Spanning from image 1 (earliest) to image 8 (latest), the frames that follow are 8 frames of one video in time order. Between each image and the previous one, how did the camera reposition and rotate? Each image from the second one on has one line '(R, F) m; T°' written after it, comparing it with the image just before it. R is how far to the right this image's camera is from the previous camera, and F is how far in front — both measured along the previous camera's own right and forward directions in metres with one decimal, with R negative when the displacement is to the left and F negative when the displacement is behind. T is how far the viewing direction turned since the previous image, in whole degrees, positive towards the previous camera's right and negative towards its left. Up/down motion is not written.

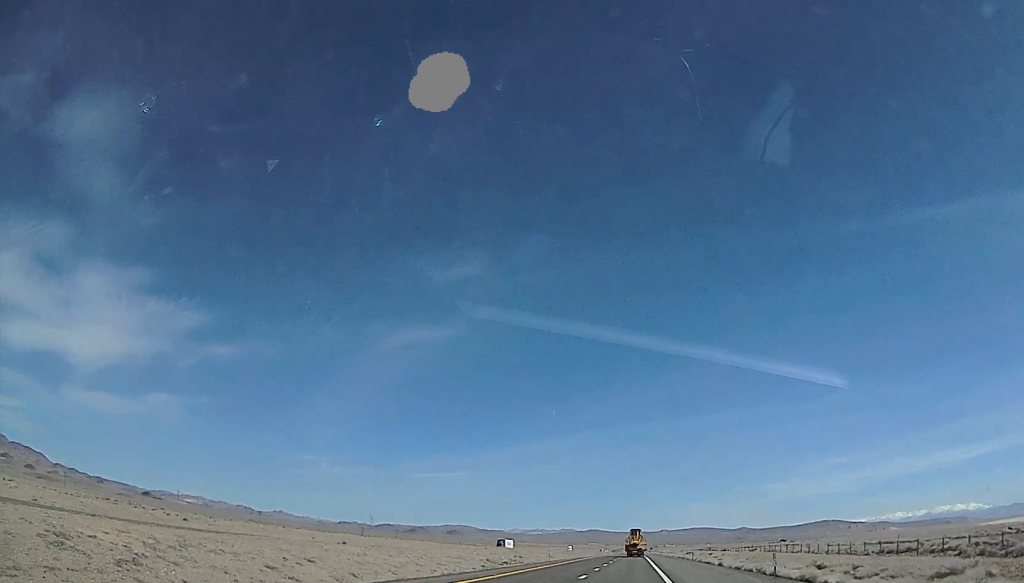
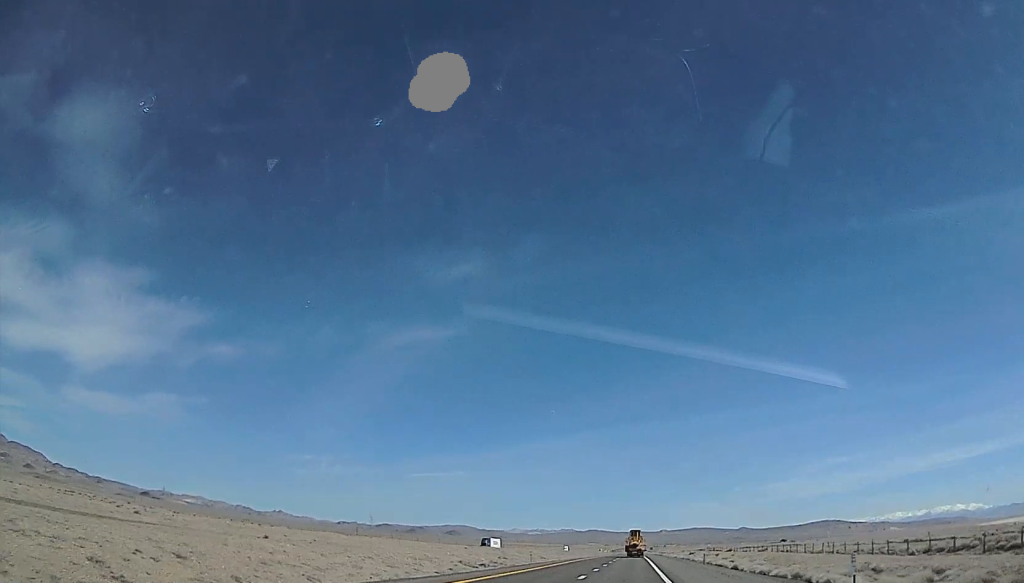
(0.0, +12.5) m; 0°
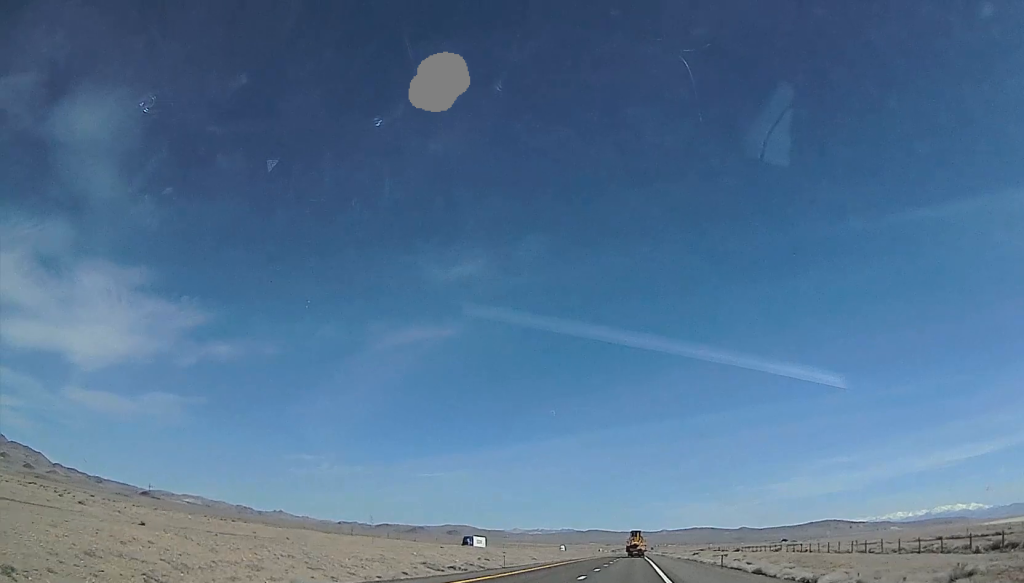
(0.0, +12.5) m; 0°
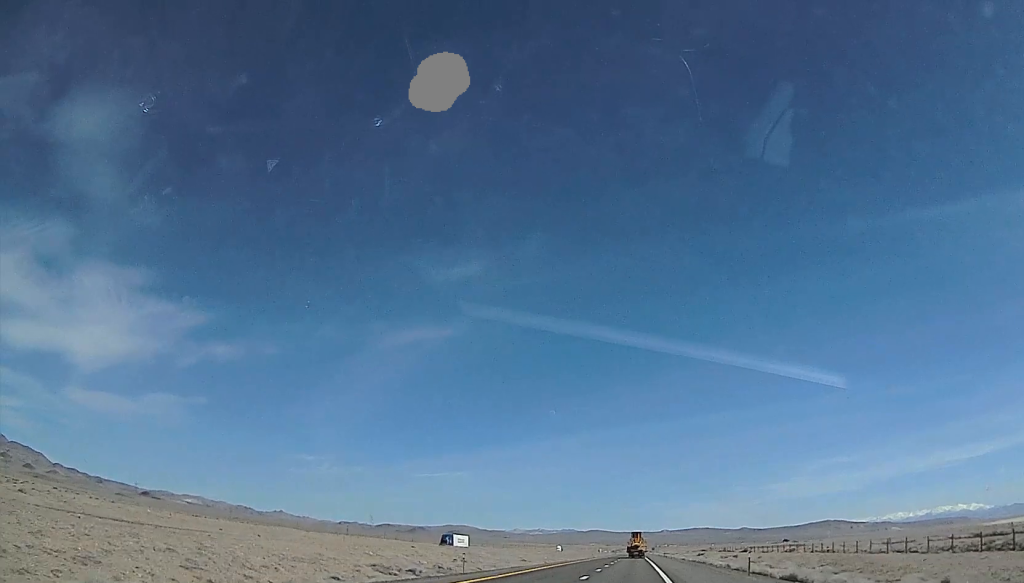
(0.0, +11.6) m; 0°
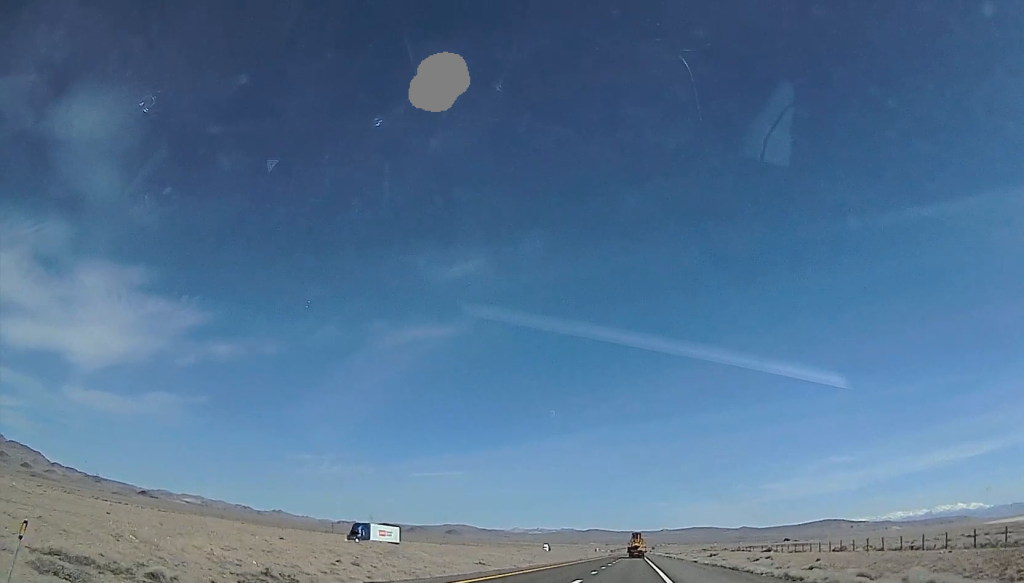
(0.0, +29.0) m; 0°
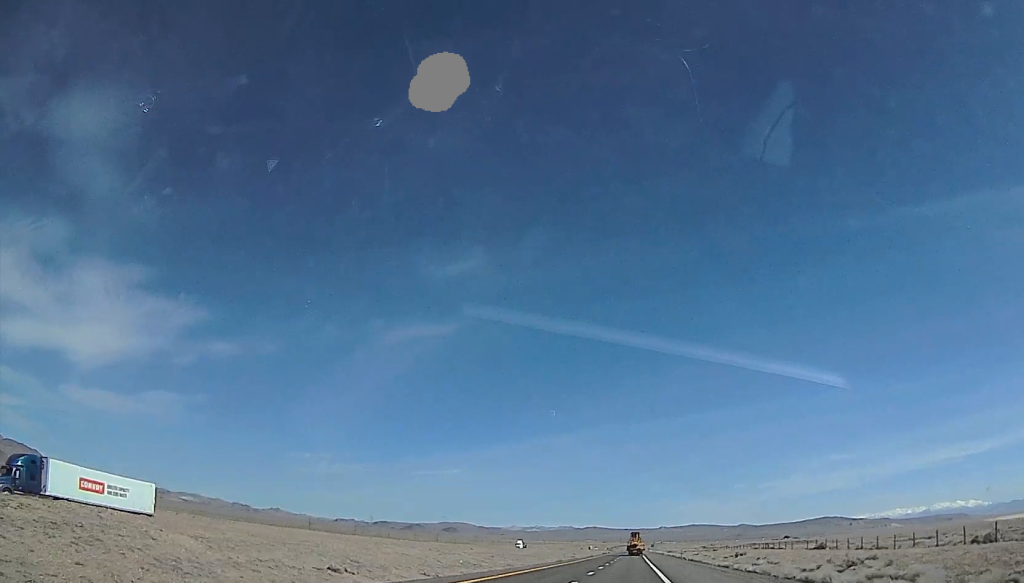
(+0.3, +38.5) m; 0°
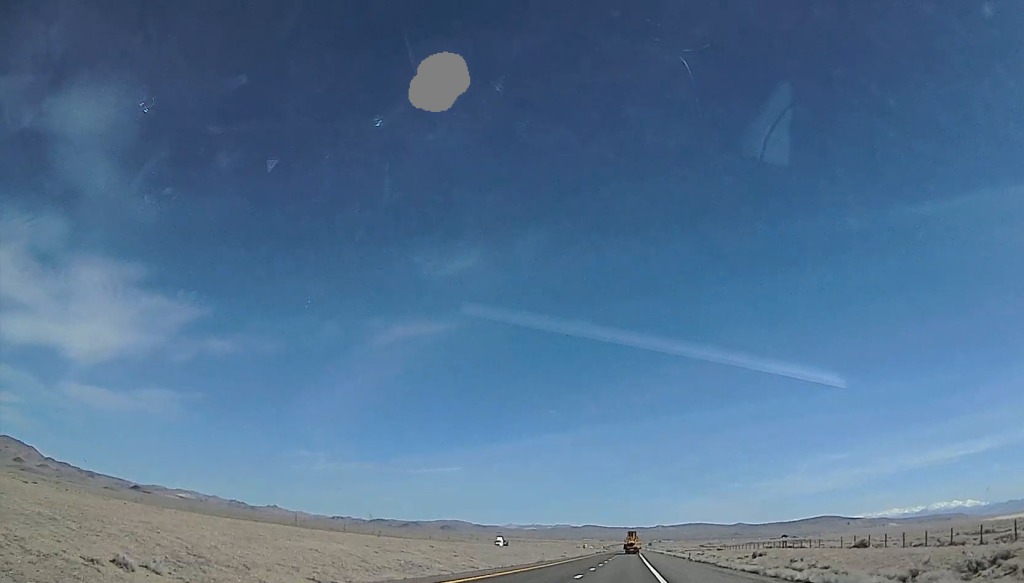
(-0.1, +18.3) m; -1°
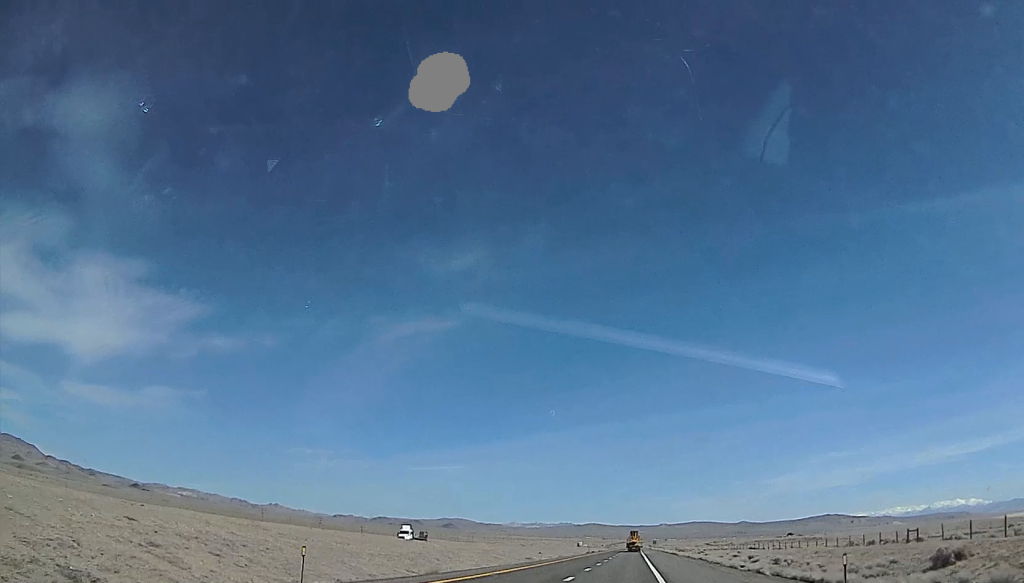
(-0.6, +53.5) m; 0°
